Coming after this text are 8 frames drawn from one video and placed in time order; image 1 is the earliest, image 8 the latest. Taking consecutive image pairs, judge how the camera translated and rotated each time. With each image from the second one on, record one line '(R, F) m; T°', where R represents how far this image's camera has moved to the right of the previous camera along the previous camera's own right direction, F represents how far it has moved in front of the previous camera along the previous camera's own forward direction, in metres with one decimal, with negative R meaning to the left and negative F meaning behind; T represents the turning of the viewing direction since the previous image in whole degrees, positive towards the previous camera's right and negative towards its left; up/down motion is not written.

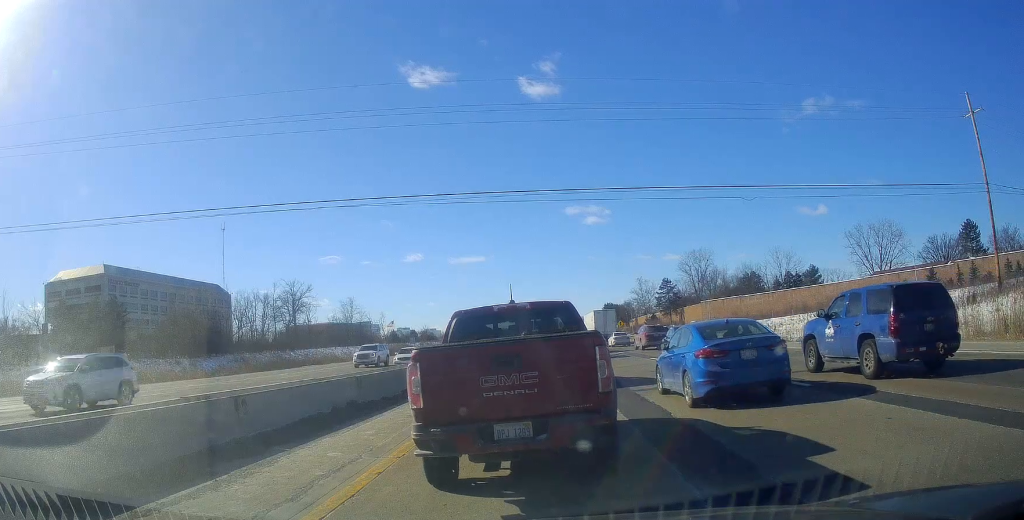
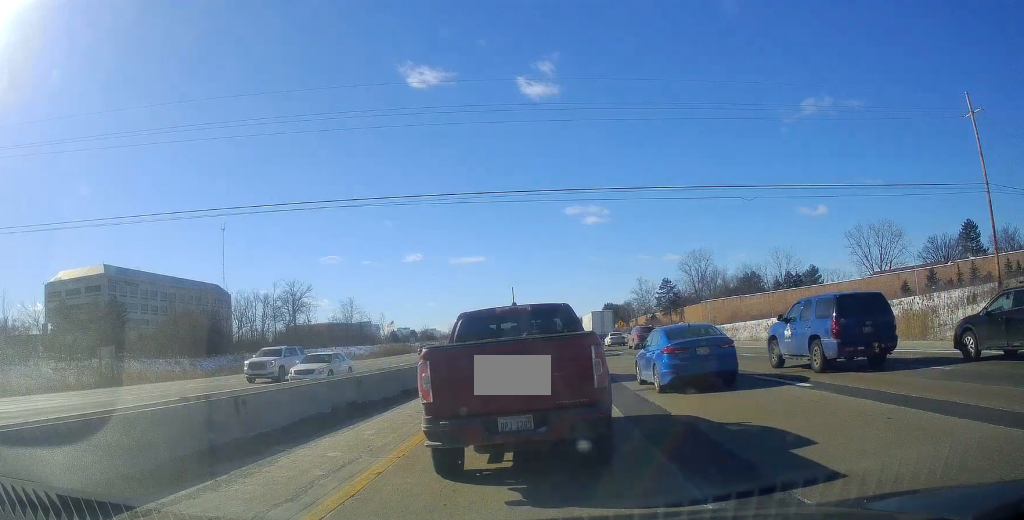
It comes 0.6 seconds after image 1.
(0.0, 0.0) m; 0°
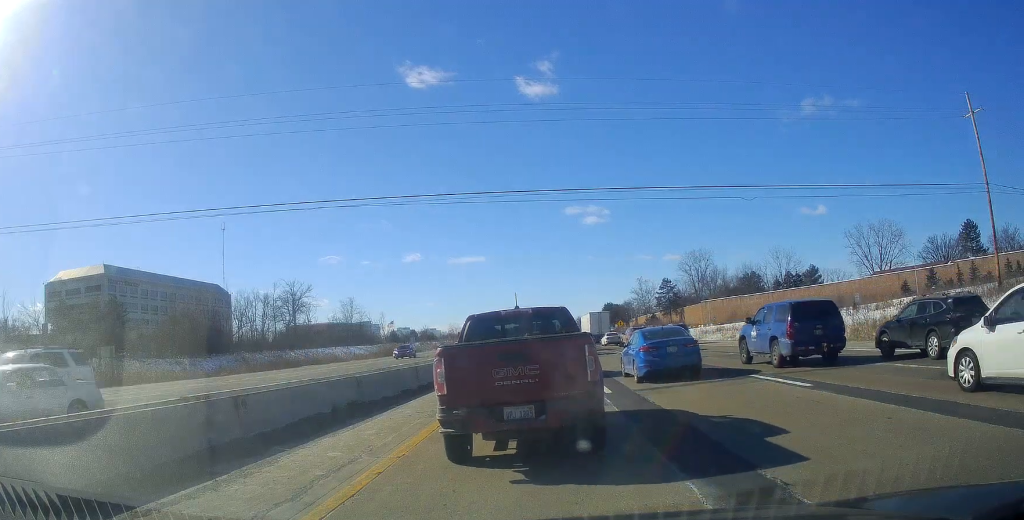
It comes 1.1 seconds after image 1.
(0.0, 0.0) m; 0°
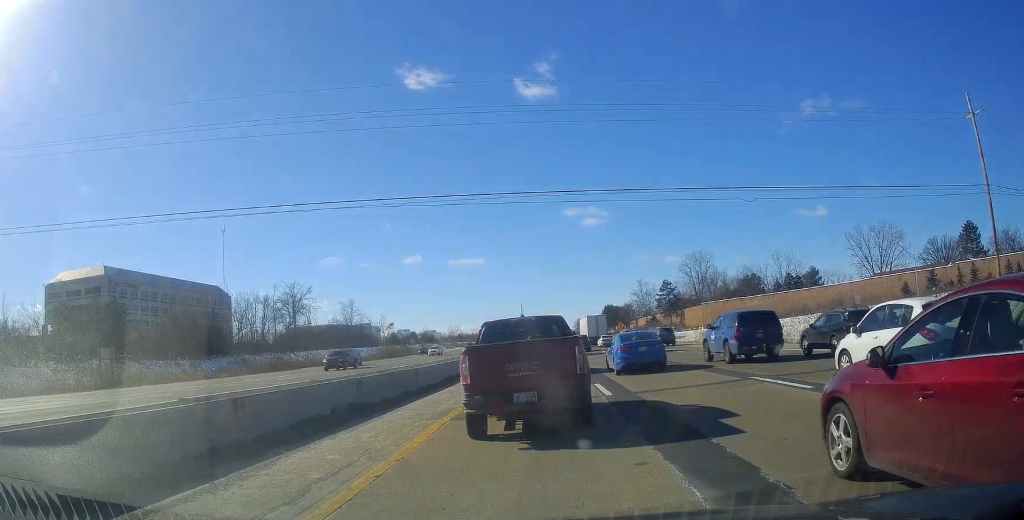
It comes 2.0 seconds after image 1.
(0.0, 0.0) m; 0°
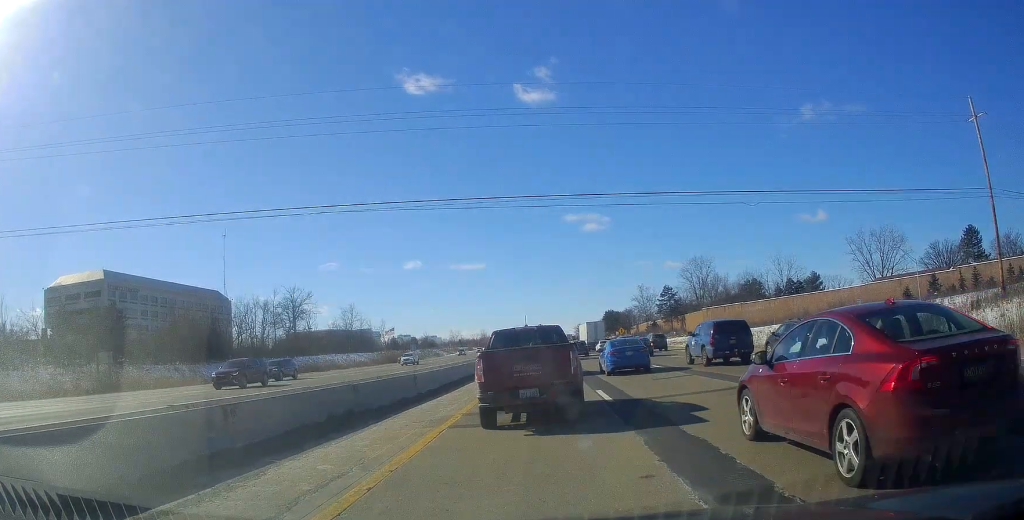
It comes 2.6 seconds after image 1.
(0.0, 0.0) m; 0°
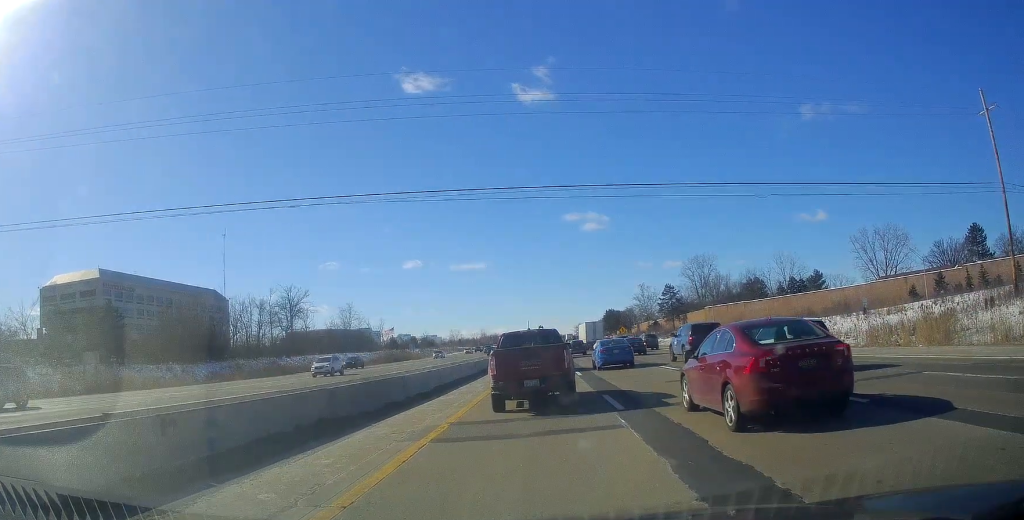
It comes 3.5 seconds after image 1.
(0.0, +1.4) m; -1°
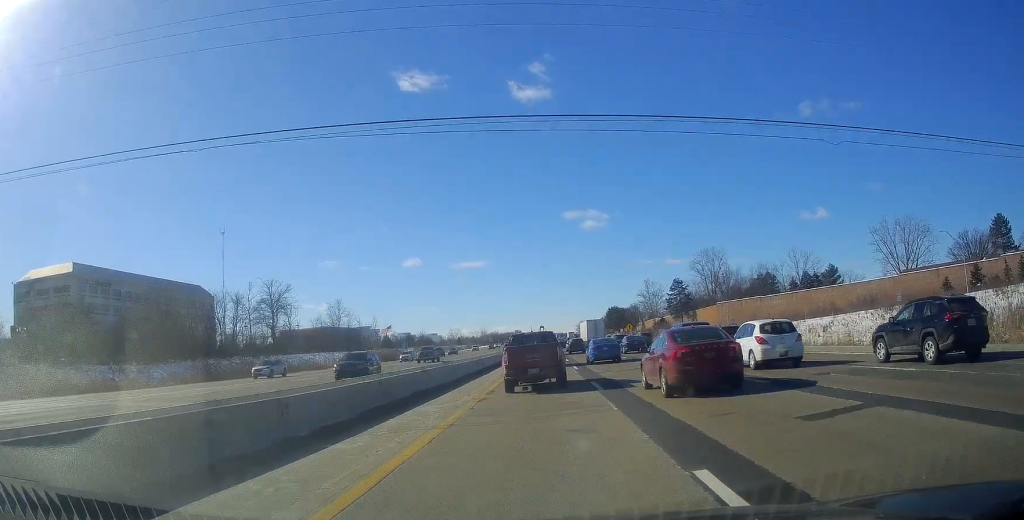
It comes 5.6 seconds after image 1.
(-0.6, +12.5) m; -2°
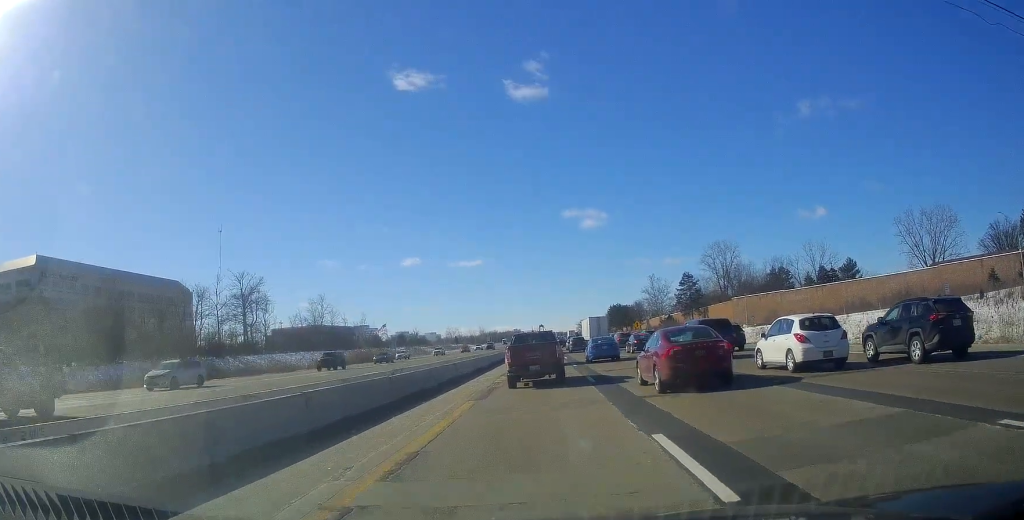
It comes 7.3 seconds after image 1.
(+0.4, +15.5) m; +1°
